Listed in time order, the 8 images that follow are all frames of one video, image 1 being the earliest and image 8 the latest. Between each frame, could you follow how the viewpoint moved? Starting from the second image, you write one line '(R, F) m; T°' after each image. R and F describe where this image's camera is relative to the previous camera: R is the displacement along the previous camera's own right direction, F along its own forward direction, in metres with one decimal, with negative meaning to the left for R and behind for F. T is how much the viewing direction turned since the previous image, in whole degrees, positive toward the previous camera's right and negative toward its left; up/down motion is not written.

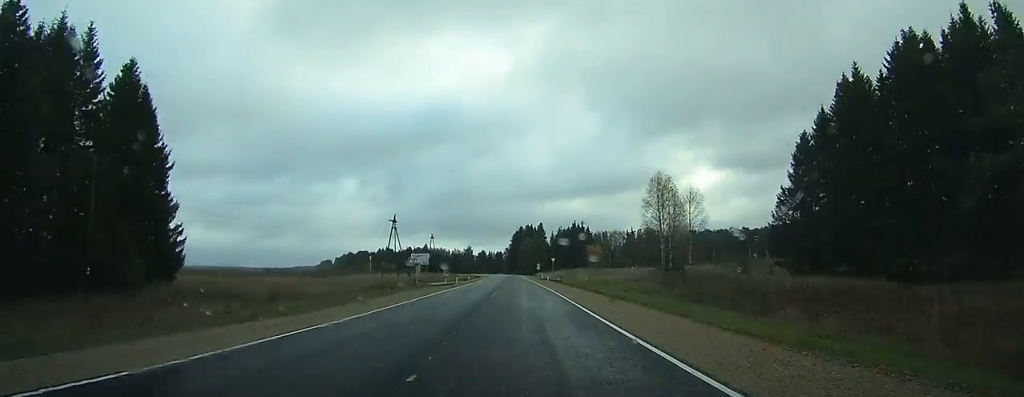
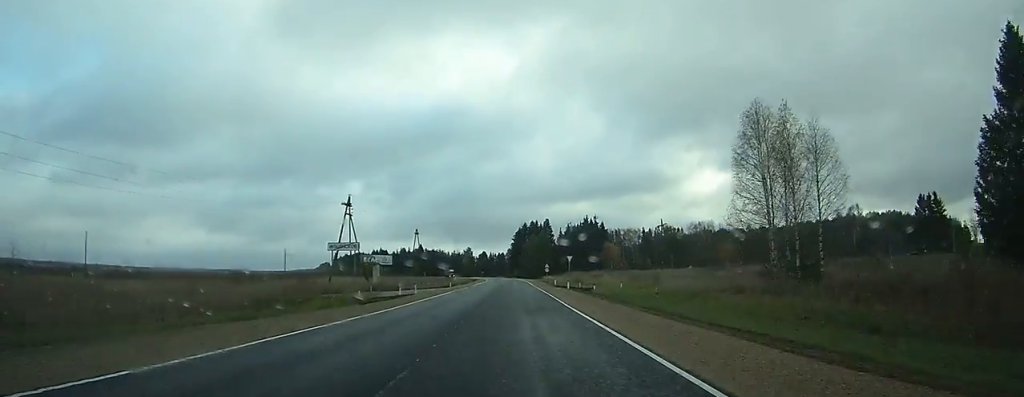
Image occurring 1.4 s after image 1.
(-0.1, +29.1) m; 0°
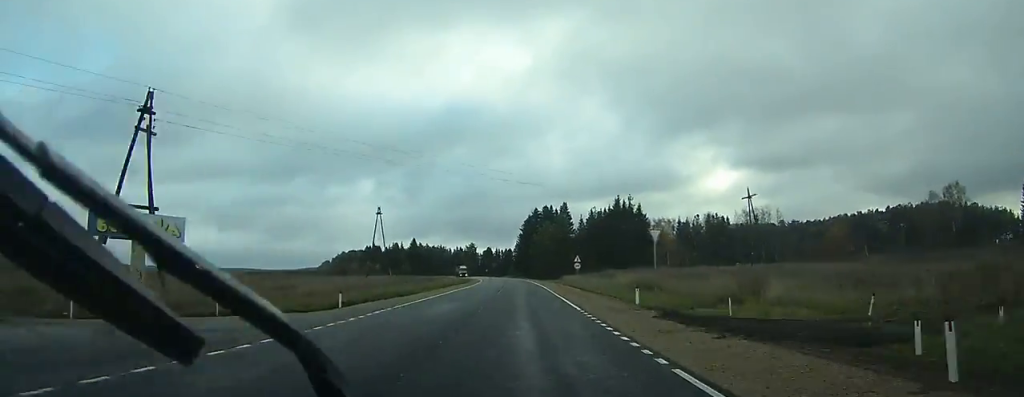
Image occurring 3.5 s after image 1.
(-0.2, +44.2) m; -1°
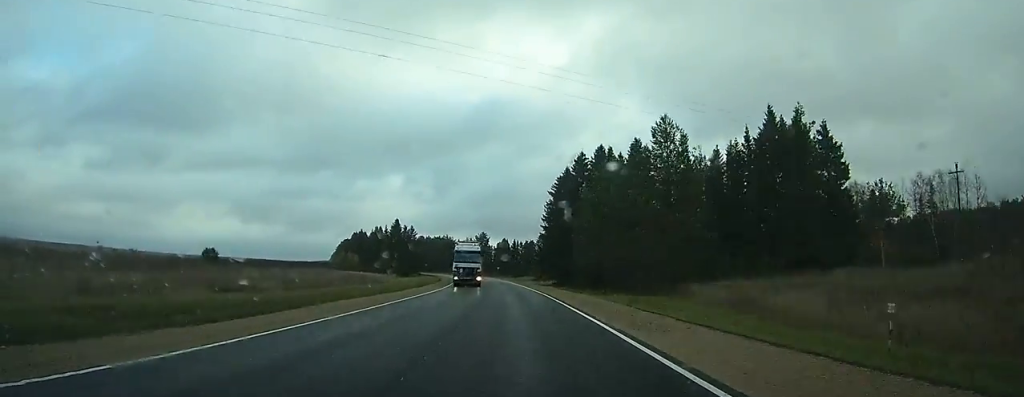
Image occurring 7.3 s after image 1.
(-1.0, +77.2) m; -2°
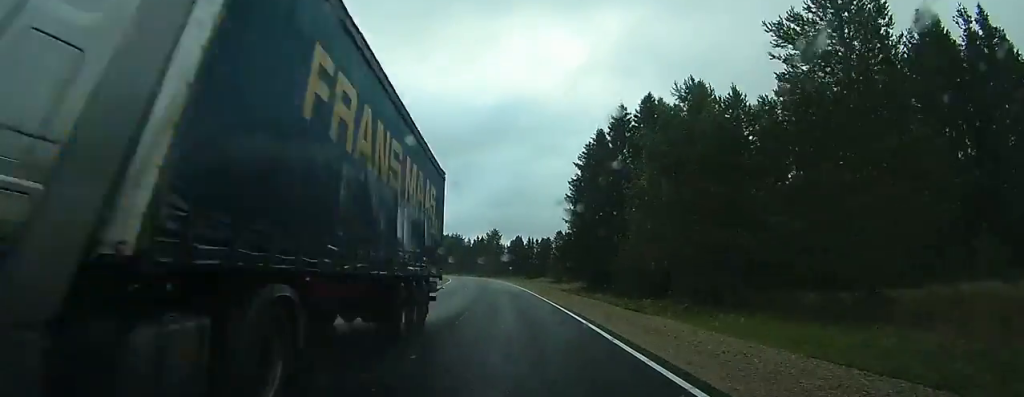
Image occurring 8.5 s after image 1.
(-0.1, +25.0) m; -2°
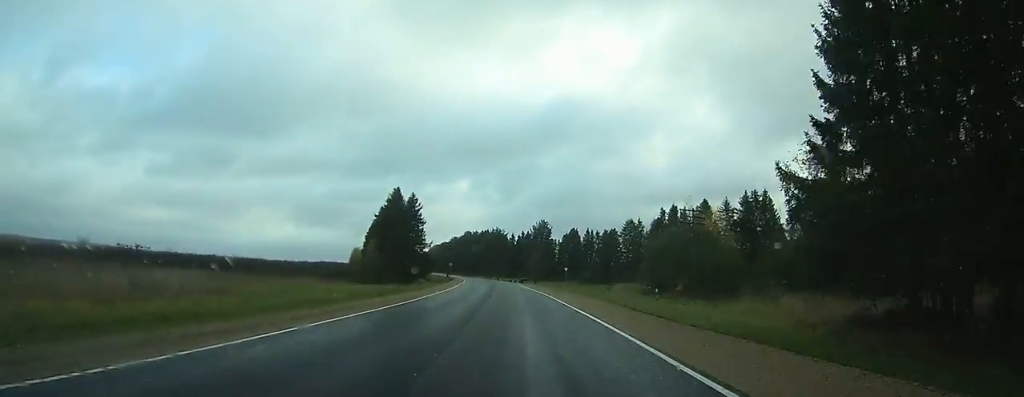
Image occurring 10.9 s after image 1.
(-2.0, +52.3) m; -4°
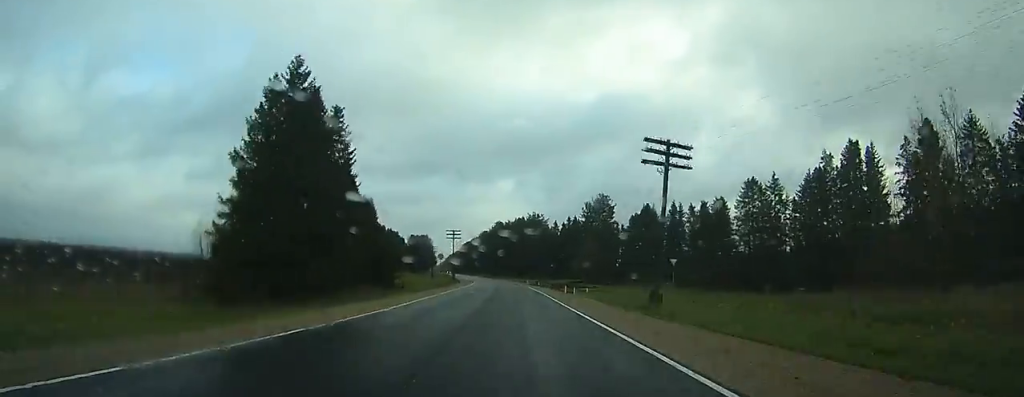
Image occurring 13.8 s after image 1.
(-2.6, +62.6) m; -5°
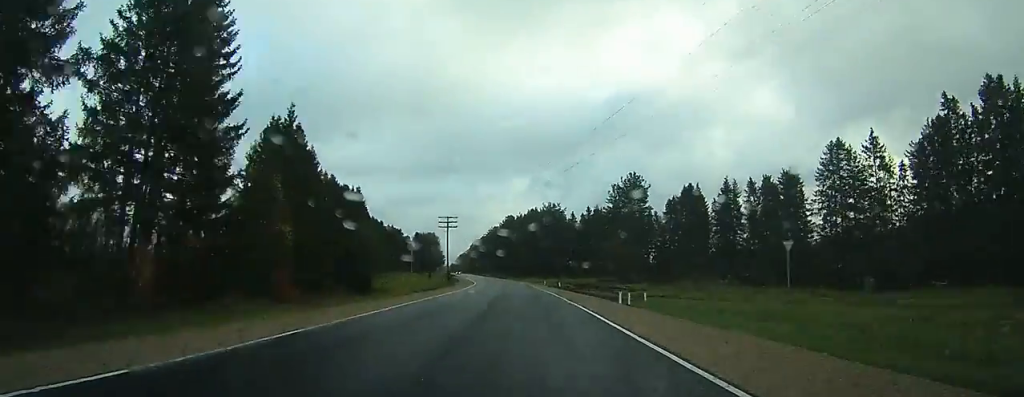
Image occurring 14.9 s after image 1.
(-0.4, +23.8) m; -1°
